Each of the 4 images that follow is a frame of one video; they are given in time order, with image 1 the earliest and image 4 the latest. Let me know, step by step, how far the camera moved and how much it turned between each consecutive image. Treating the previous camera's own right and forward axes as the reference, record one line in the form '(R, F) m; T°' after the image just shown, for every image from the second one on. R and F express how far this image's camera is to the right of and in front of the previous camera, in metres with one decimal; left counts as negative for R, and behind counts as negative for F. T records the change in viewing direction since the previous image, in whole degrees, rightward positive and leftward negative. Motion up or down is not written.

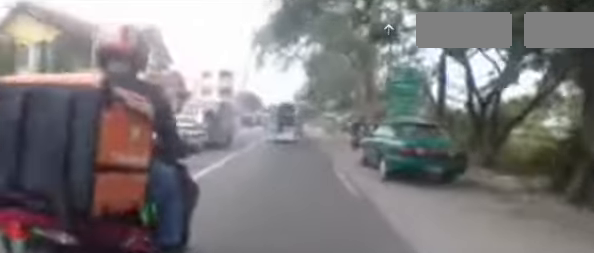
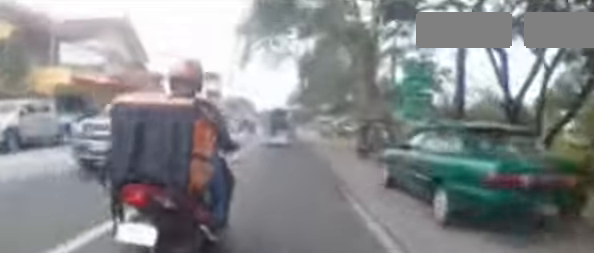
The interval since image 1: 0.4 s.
(0.0, +3.0) m; 0°
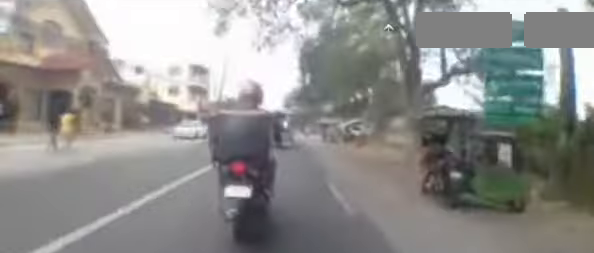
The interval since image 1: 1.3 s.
(+0.1, +6.8) m; 0°
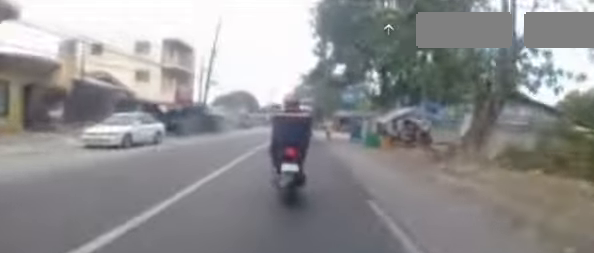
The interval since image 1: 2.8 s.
(0.0, +11.3) m; +1°
